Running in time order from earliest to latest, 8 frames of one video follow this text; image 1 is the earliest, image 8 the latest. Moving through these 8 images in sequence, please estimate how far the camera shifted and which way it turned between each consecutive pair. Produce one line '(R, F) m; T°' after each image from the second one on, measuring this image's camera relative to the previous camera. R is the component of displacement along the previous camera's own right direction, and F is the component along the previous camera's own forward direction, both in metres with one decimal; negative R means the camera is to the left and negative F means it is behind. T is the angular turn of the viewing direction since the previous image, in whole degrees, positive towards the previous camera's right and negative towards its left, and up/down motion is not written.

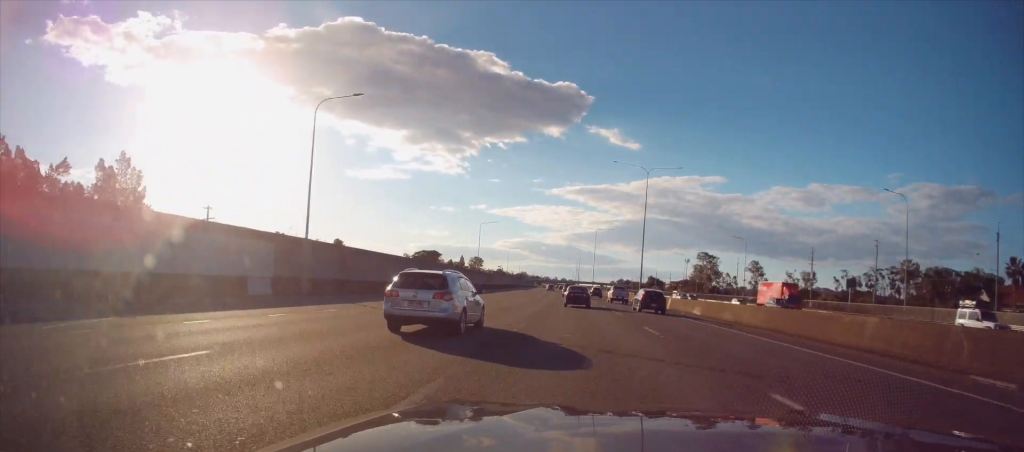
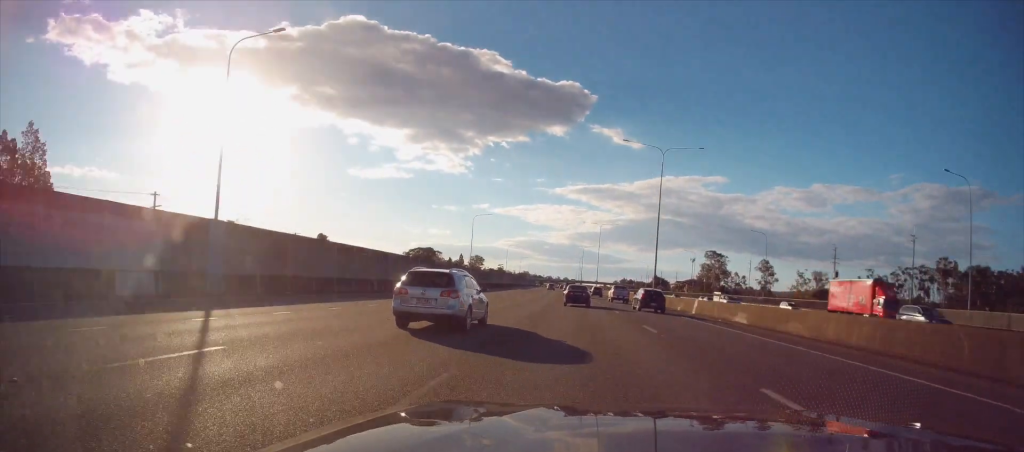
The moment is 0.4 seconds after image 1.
(-0.3, +11.6) m; 0°
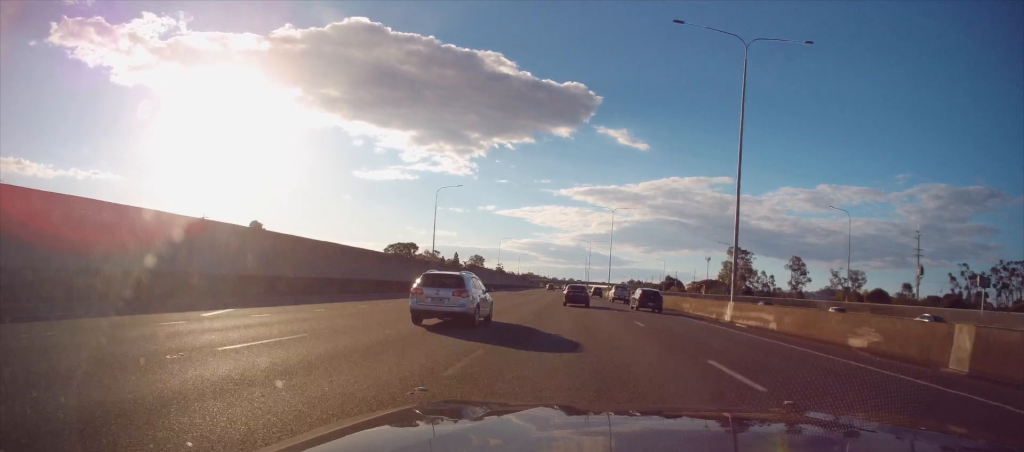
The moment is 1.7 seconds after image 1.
(+0.7, +33.0) m; +1°
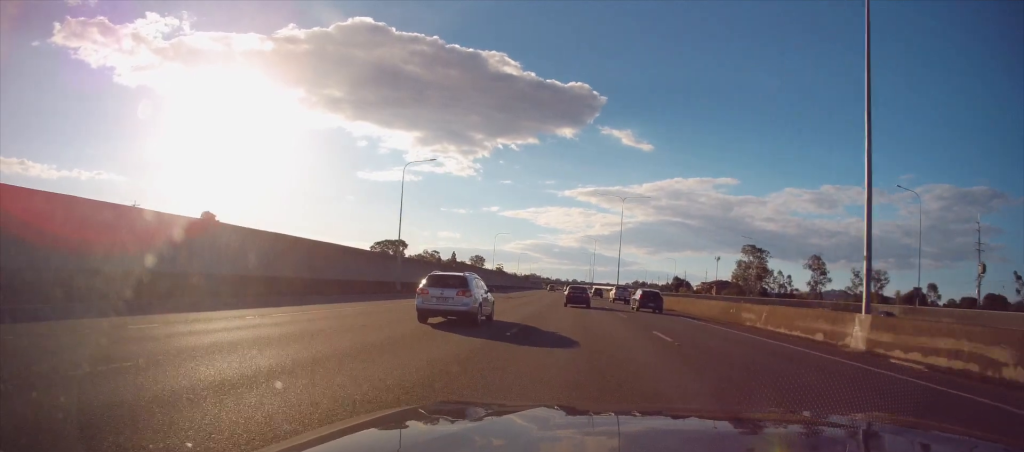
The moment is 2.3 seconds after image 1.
(-0.1, +16.9) m; -1°
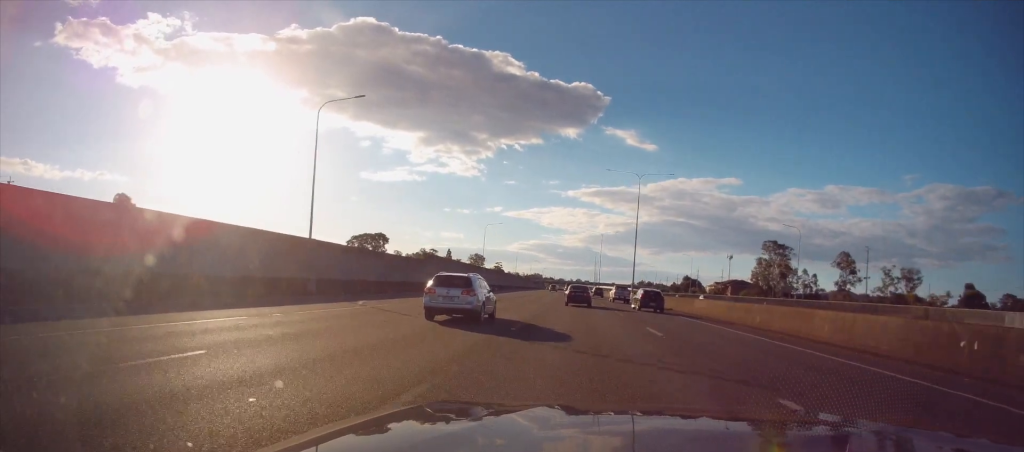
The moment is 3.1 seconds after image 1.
(-0.2, +22.3) m; -1°
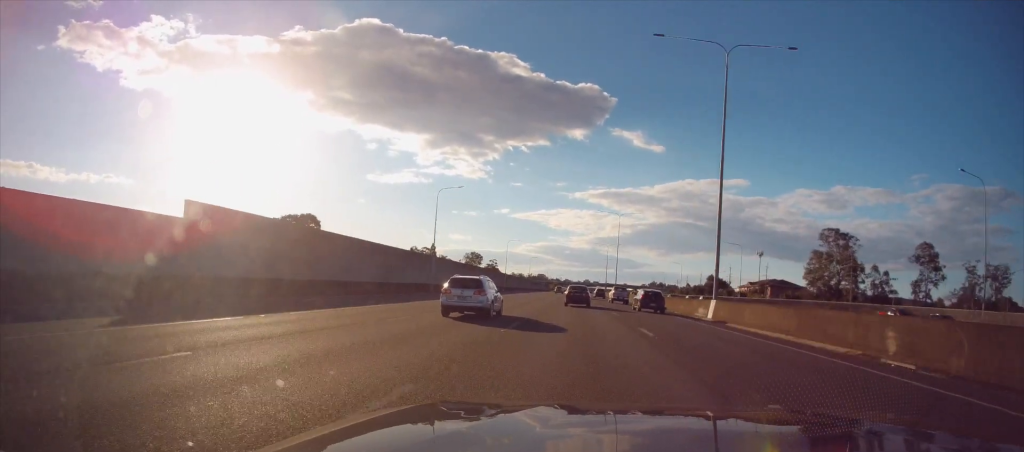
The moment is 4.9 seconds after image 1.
(-0.2, +47.7) m; 0°
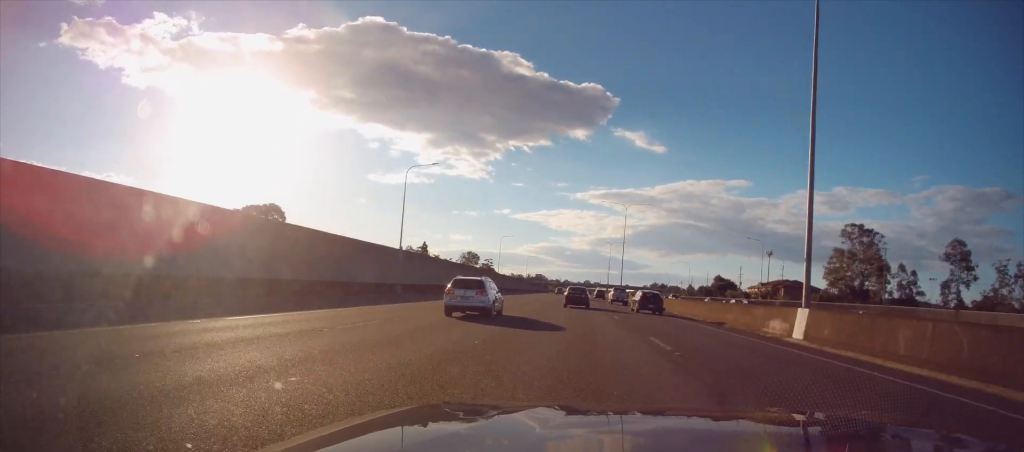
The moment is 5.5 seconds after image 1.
(0.0, +15.1) m; 0°
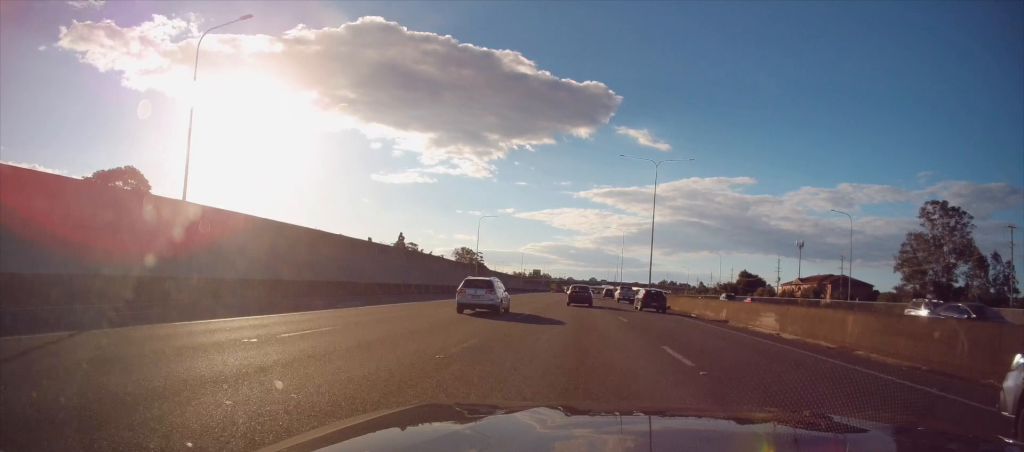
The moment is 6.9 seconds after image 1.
(-0.1, +38.4) m; 0°
